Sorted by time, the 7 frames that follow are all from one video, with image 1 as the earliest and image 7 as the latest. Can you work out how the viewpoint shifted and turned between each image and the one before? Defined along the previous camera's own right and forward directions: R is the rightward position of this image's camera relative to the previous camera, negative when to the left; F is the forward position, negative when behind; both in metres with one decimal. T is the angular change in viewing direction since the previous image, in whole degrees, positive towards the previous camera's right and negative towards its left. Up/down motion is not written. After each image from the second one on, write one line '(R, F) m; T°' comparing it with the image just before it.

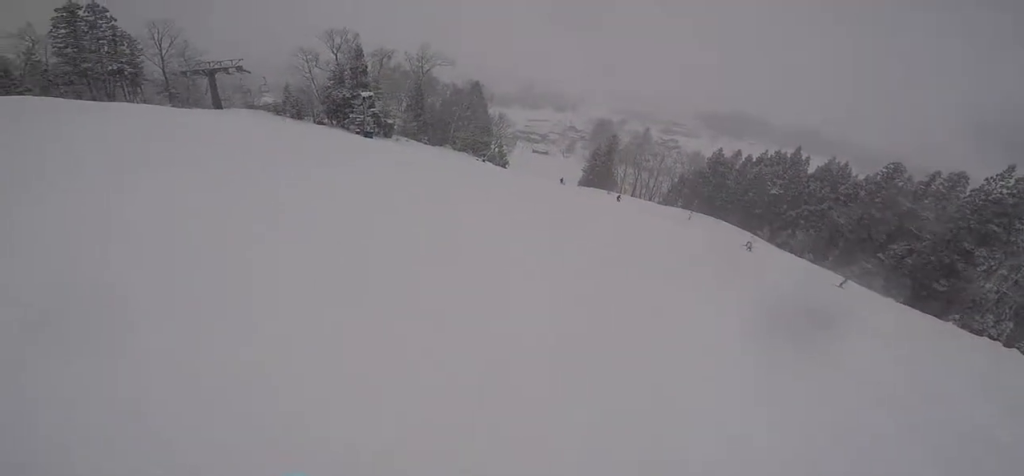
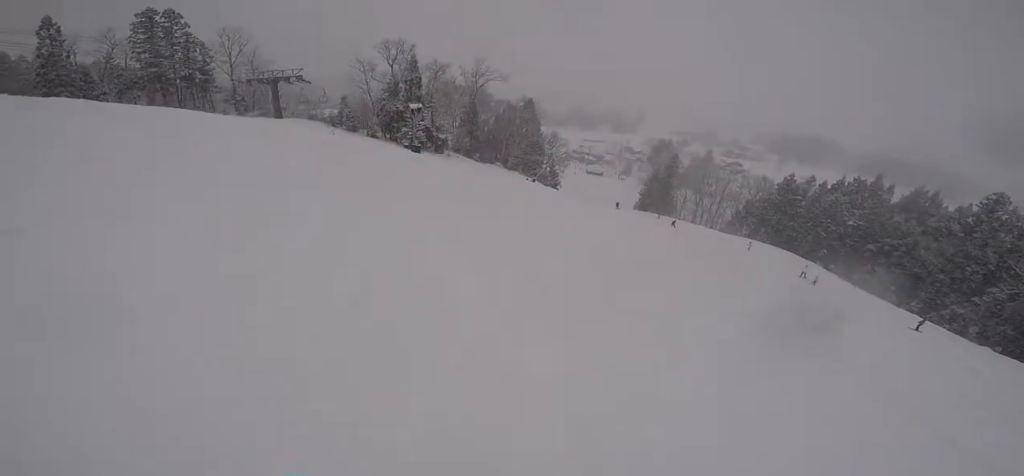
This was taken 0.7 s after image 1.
(-0.4, +2.7) m; -22°
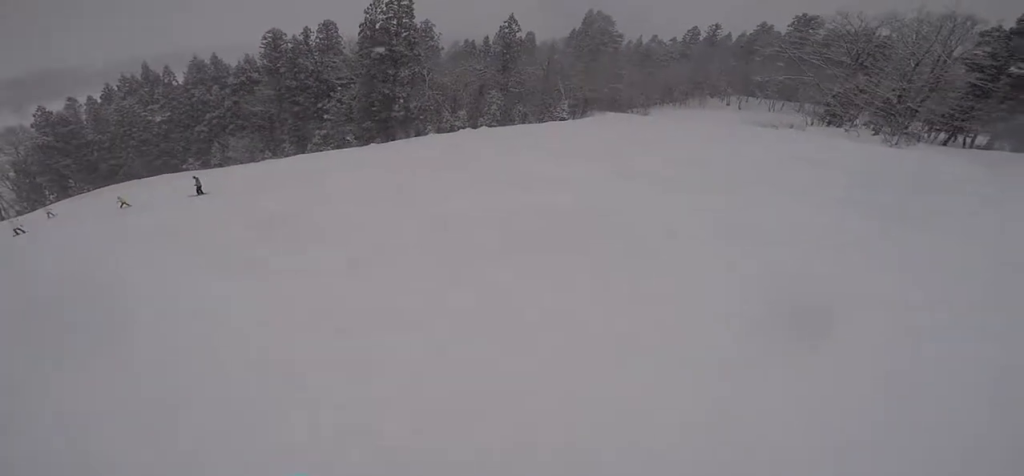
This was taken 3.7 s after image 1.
(+8.1, +10.9) m; +69°
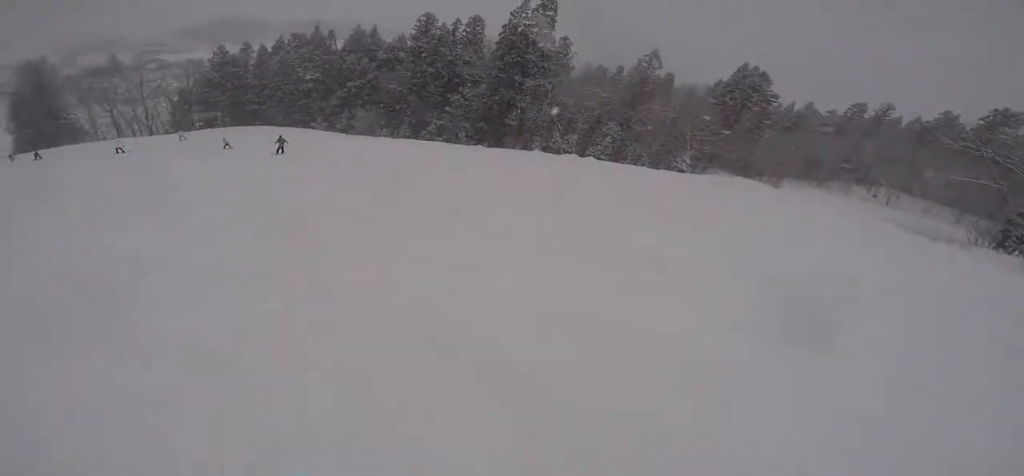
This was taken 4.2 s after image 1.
(+0.9, +2.9) m; -1°
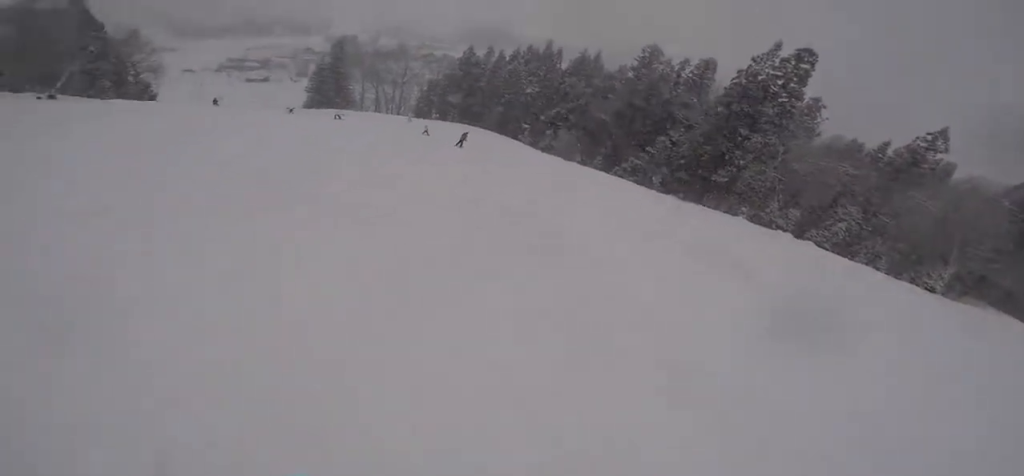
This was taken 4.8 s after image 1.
(+0.4, +3.5) m; -7°
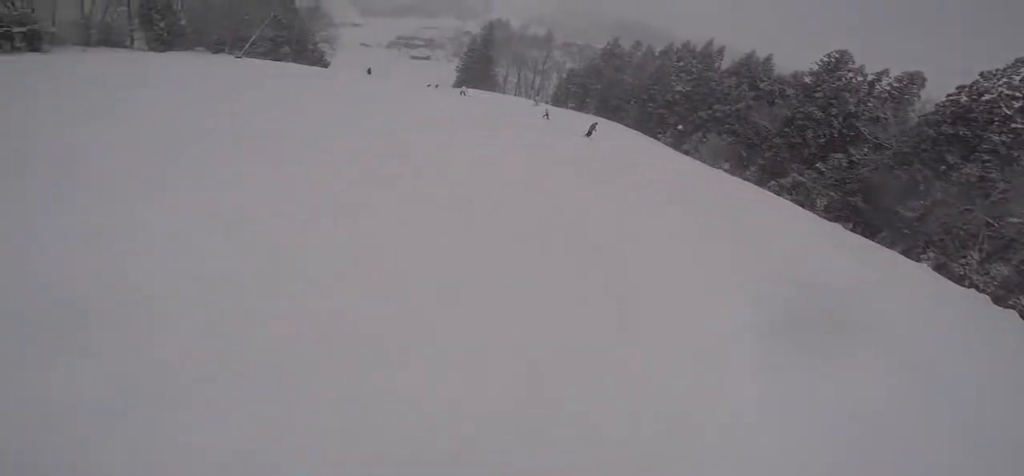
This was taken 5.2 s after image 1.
(-0.5, +2.5) m; -14°
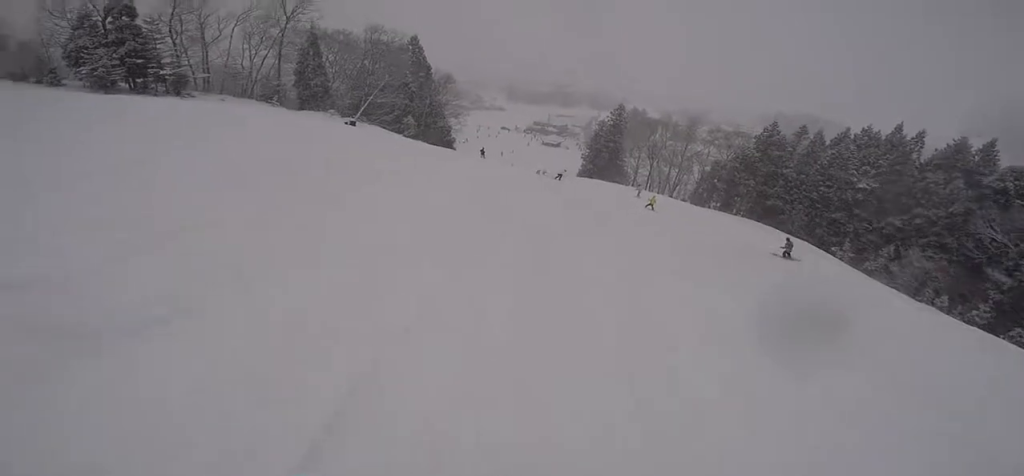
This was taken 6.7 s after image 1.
(-3.2, +8.4) m; -31°
